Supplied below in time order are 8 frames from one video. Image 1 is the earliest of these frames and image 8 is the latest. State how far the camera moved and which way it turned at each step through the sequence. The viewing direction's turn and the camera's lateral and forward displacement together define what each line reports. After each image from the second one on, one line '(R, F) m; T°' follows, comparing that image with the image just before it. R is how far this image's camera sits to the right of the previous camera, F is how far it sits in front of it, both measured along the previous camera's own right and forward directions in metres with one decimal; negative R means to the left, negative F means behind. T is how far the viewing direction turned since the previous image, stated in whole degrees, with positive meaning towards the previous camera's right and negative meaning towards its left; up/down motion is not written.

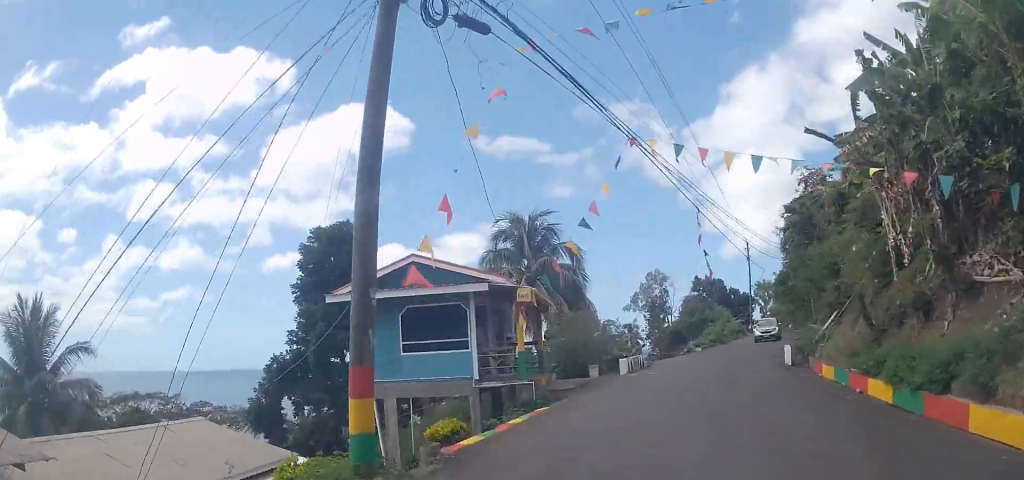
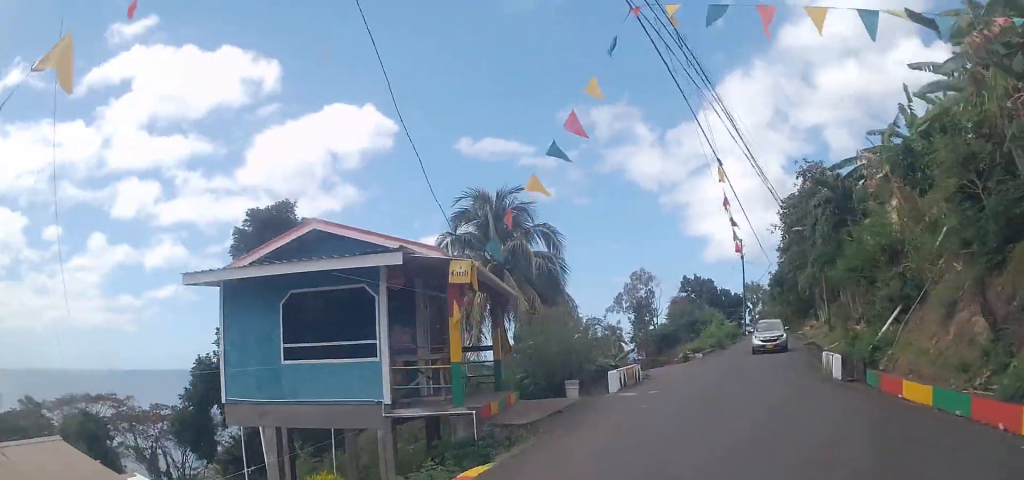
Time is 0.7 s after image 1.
(-0.1, +6.0) m; +2°
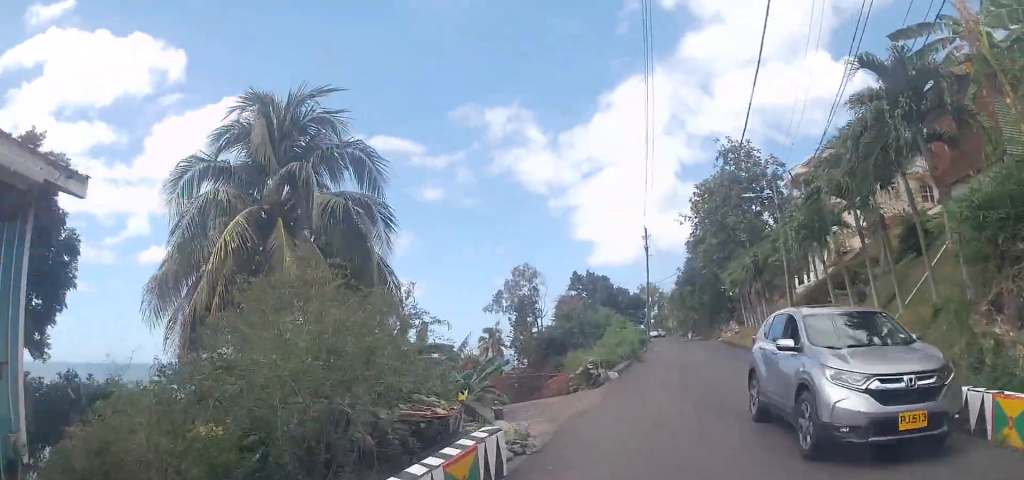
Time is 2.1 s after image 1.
(+0.9, +11.7) m; +7°
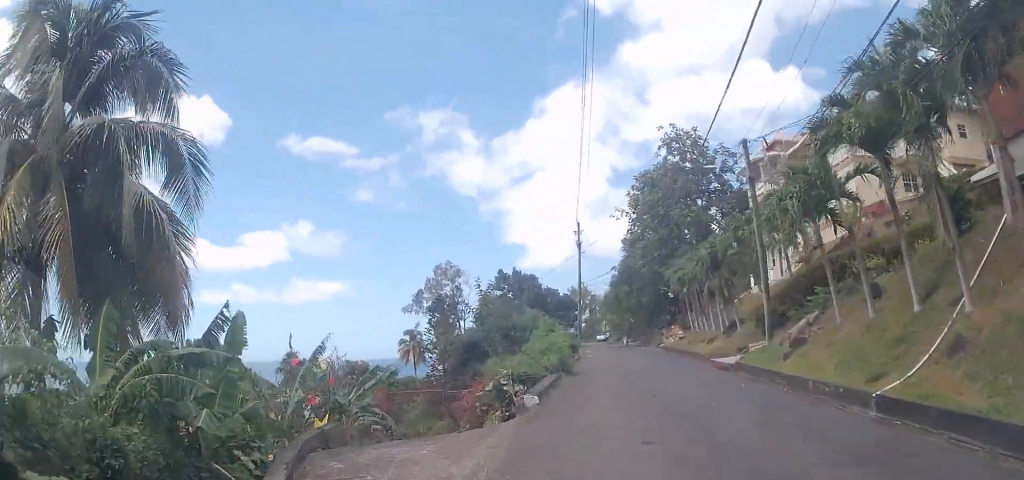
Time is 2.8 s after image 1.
(+0.2, +6.1) m; +2°
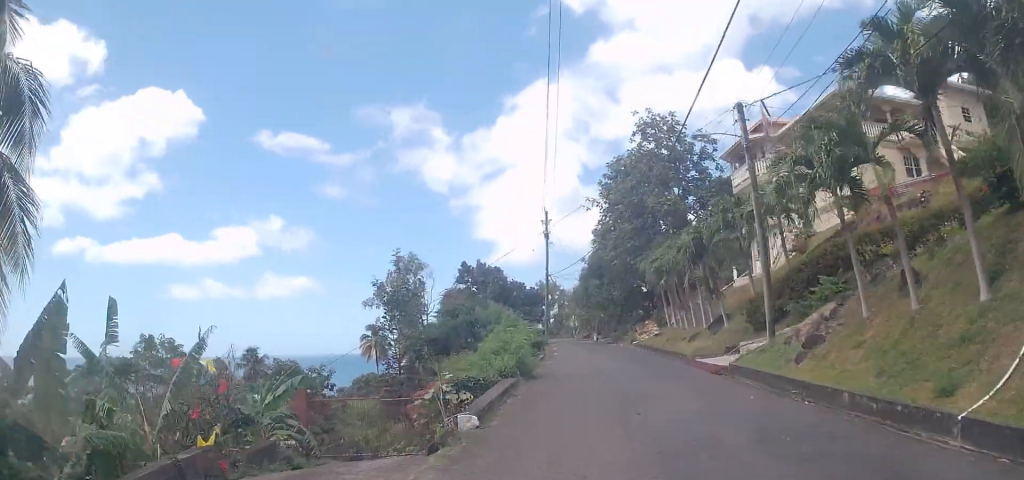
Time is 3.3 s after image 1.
(+0.2, +3.6) m; 0°
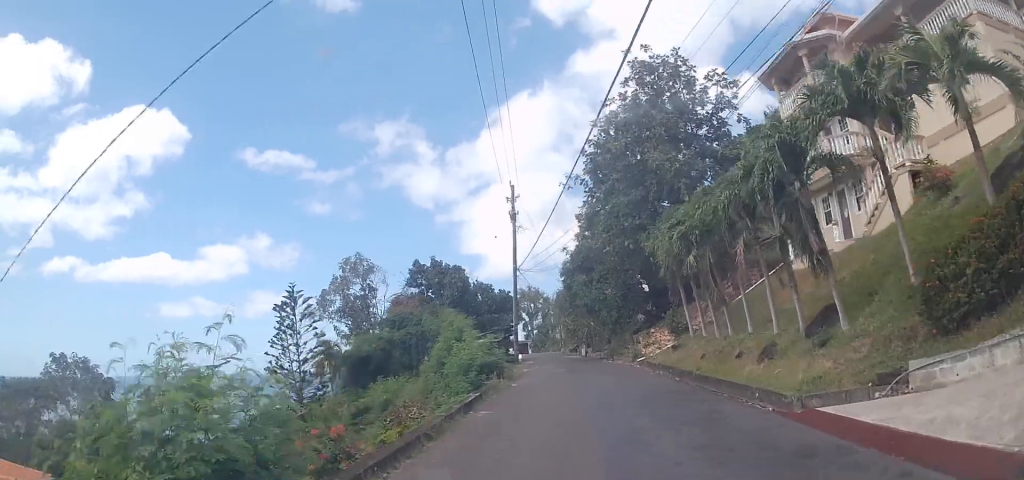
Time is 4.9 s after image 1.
(+0.8, +13.8) m; +9°
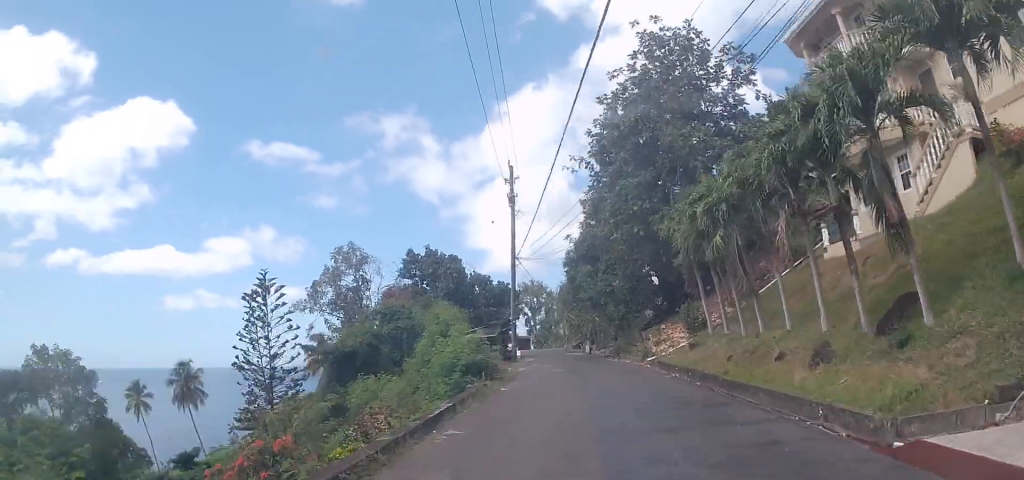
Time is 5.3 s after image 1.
(+0.4, +3.4) m; +2°
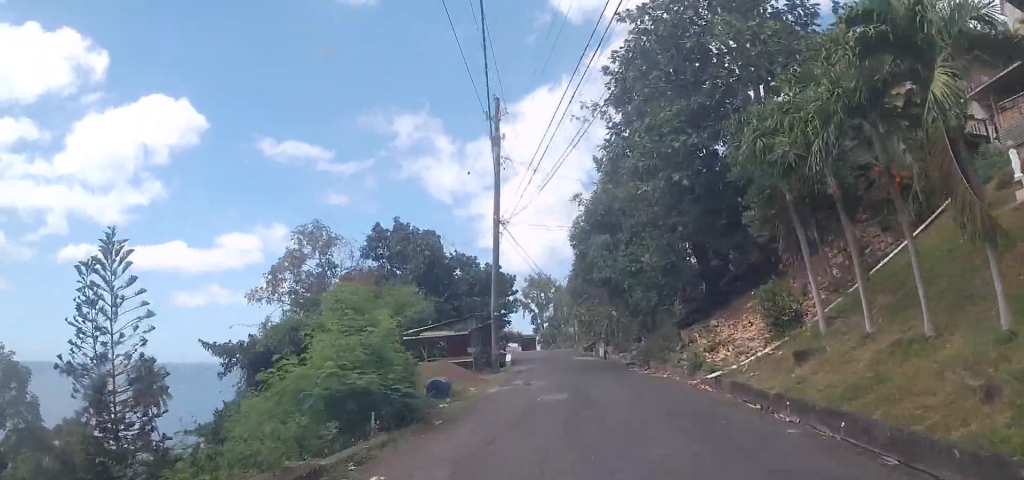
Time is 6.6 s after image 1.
(-0.6, +10.9) m; -8°
